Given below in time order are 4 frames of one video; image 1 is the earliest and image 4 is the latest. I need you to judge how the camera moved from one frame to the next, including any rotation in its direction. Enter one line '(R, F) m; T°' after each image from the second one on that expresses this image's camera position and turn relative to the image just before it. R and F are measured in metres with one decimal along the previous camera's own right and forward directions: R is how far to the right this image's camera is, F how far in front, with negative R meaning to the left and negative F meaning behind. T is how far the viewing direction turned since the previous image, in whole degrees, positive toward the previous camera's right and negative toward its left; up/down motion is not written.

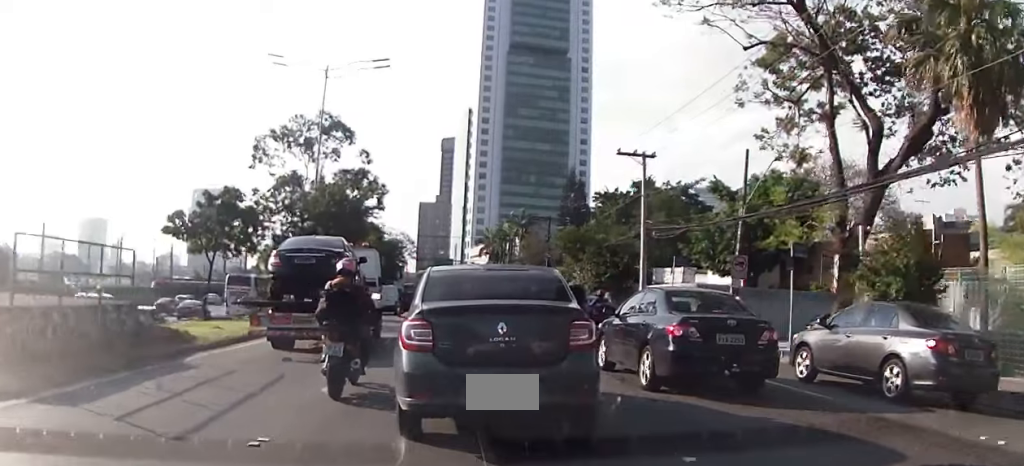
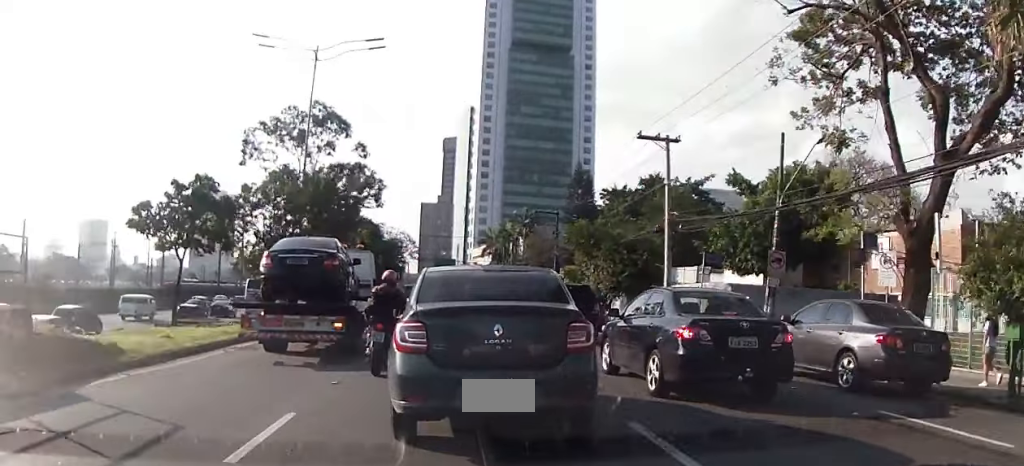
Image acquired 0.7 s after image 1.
(-0.2, +3.8) m; -3°
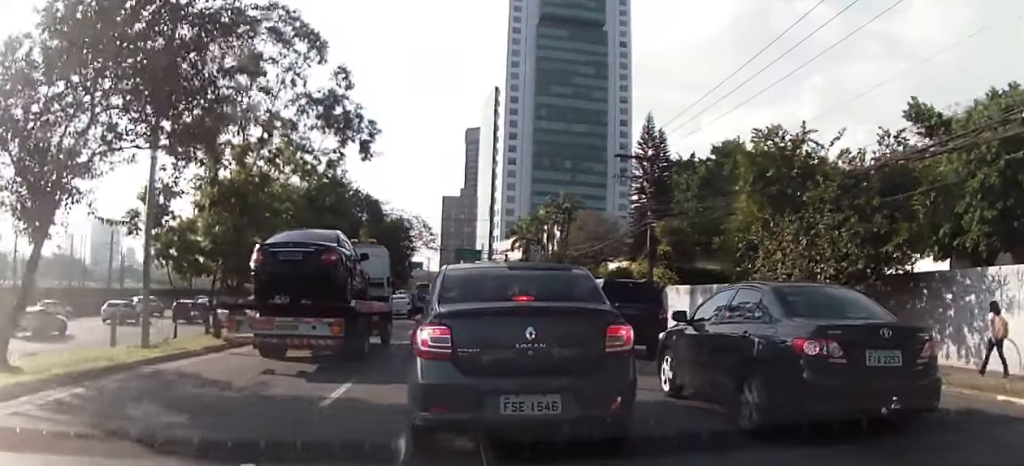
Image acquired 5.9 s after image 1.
(+1.5, +22.7) m; +4°
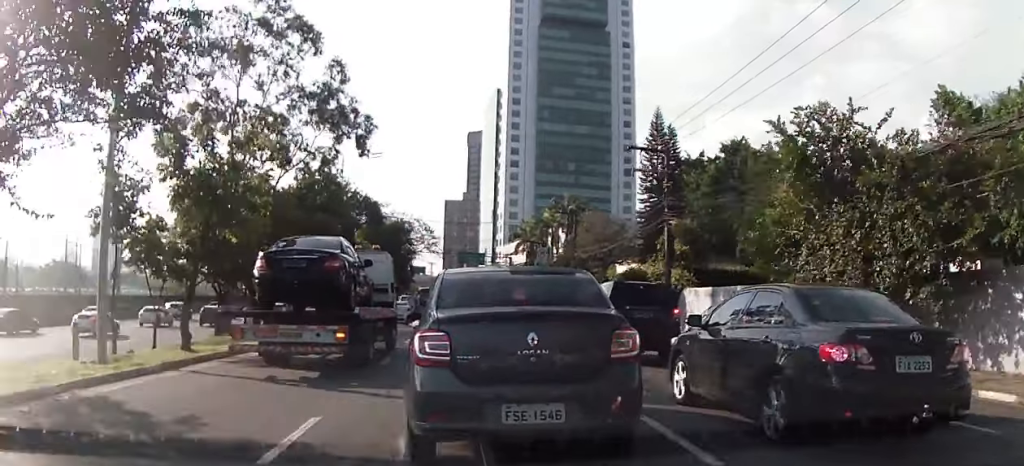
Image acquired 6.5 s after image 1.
(0.0, +2.5) m; -2°
